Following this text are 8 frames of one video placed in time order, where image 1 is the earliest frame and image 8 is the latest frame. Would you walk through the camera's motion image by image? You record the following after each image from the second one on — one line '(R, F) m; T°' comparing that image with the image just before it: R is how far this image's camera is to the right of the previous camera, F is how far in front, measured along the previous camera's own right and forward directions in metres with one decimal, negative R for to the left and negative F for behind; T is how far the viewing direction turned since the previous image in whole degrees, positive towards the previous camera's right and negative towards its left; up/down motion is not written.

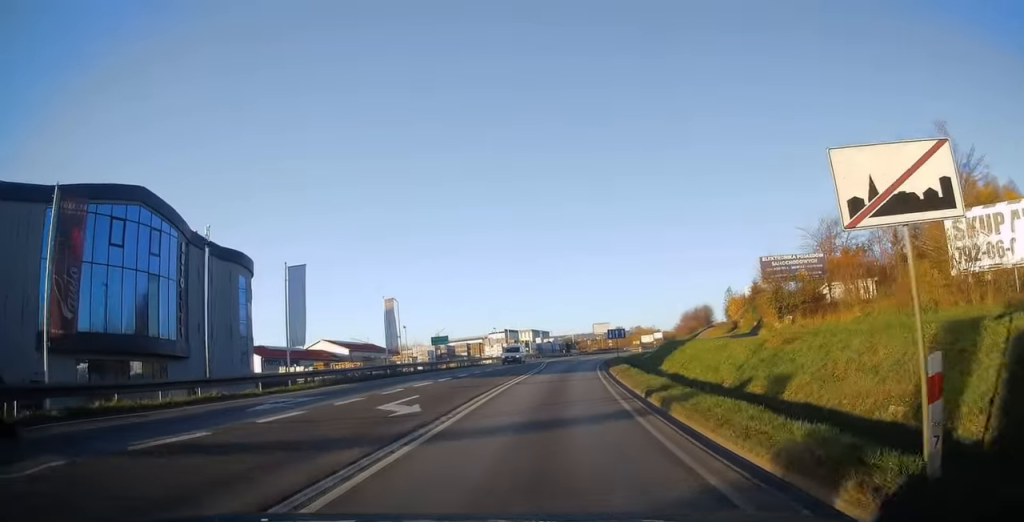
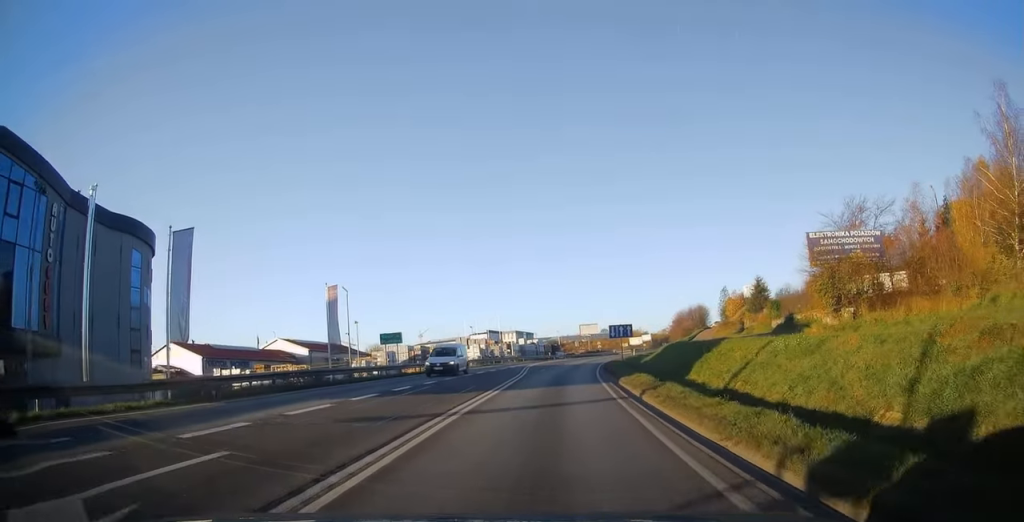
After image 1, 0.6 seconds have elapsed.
(-0.1, +10.8) m; +1°
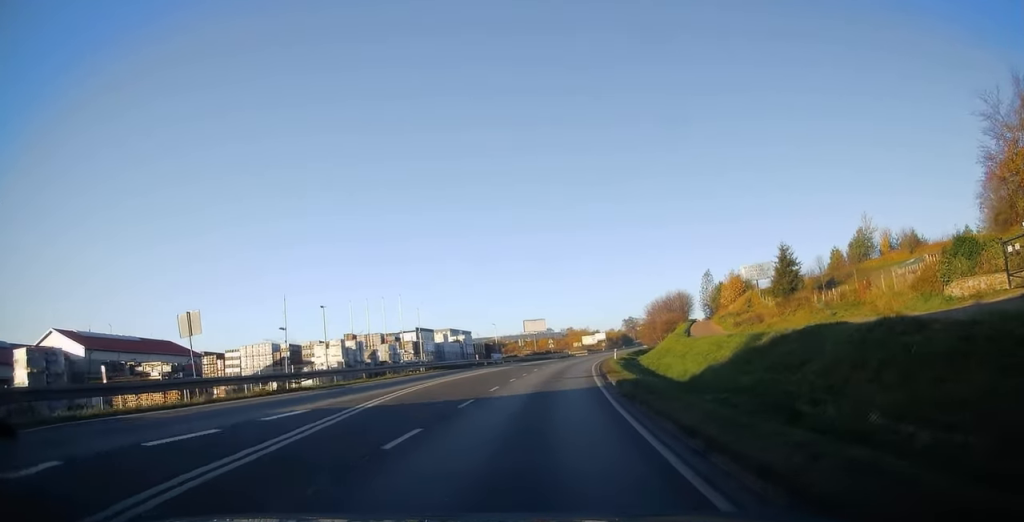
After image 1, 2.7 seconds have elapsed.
(+2.2, +37.5) m; +5°
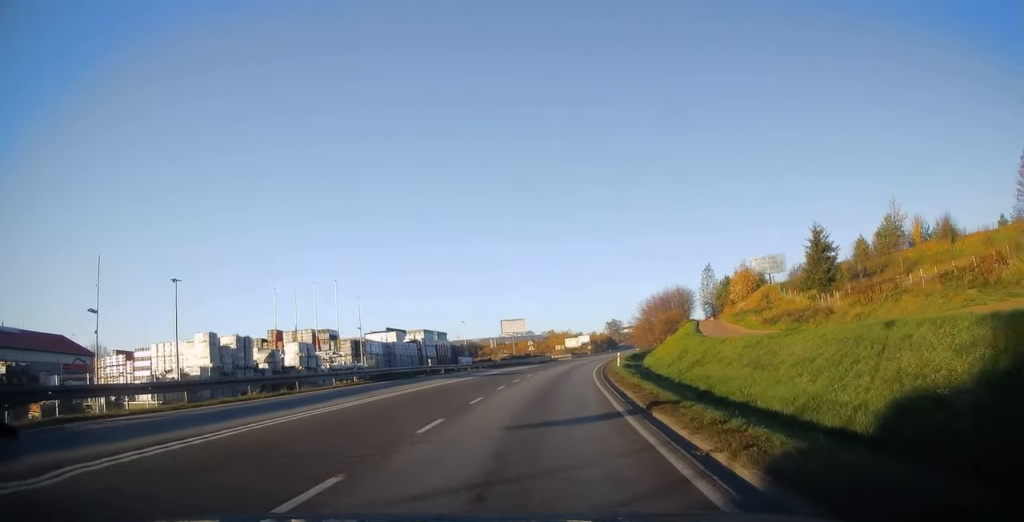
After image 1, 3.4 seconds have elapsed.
(+0.1, +16.1) m; +2°
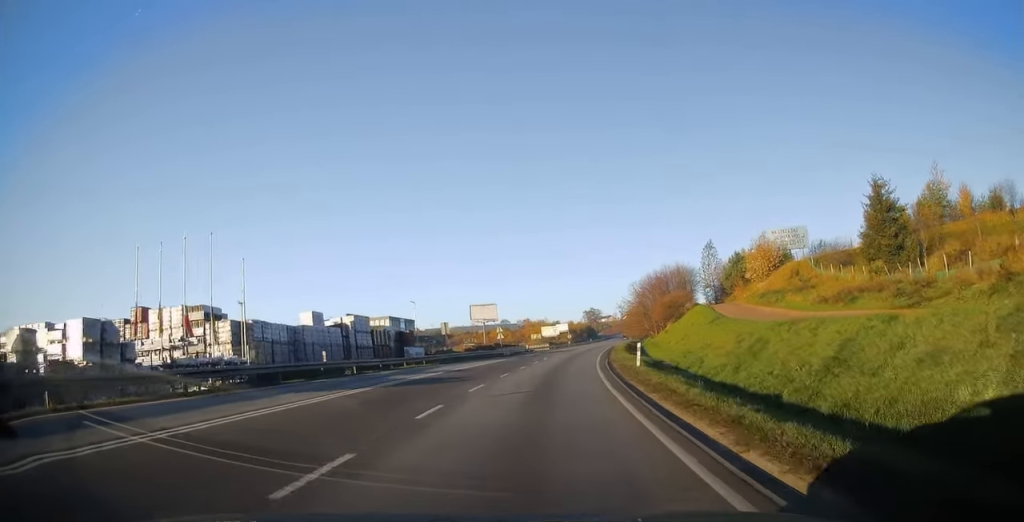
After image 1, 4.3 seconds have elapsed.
(+0.4, +17.6) m; +3°
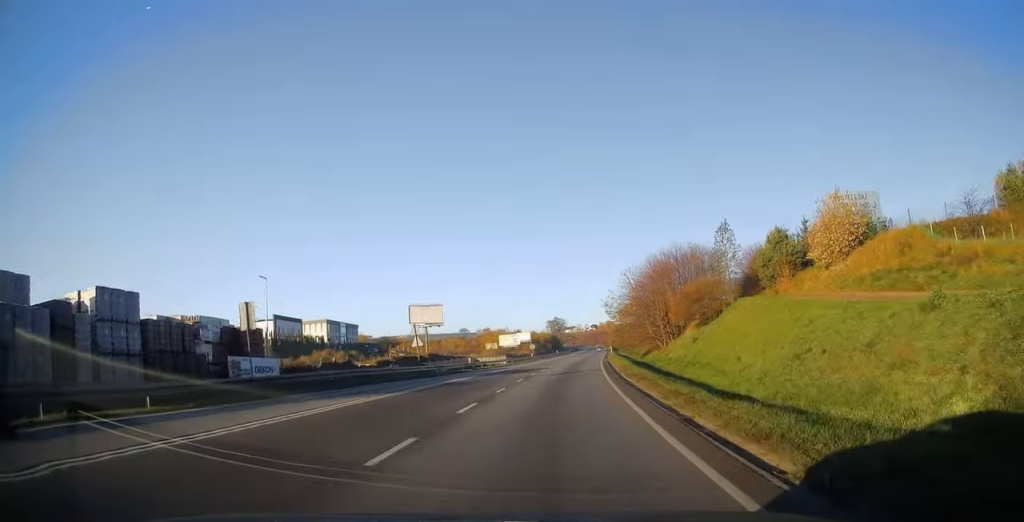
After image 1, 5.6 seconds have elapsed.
(+1.0, +28.4) m; +4°
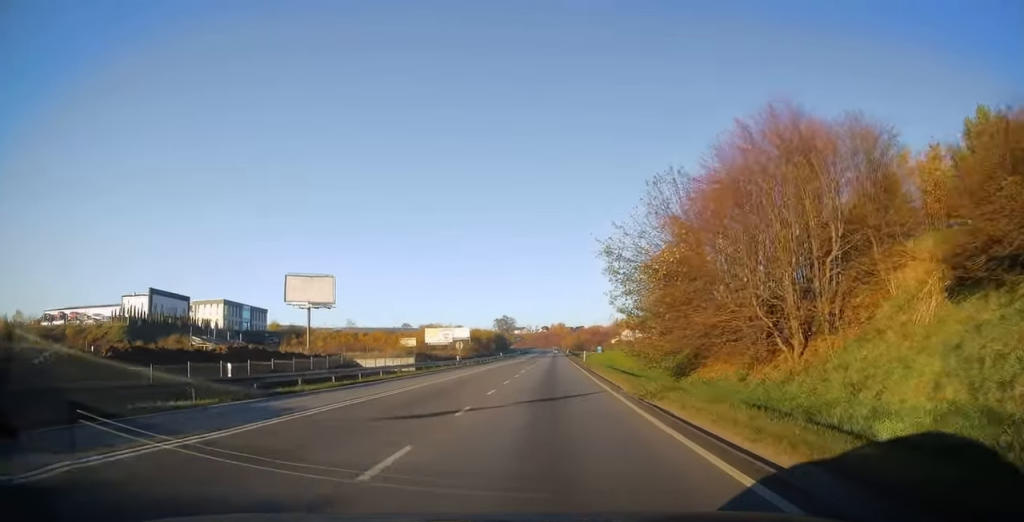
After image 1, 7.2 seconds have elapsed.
(+1.2, +37.5) m; +3°
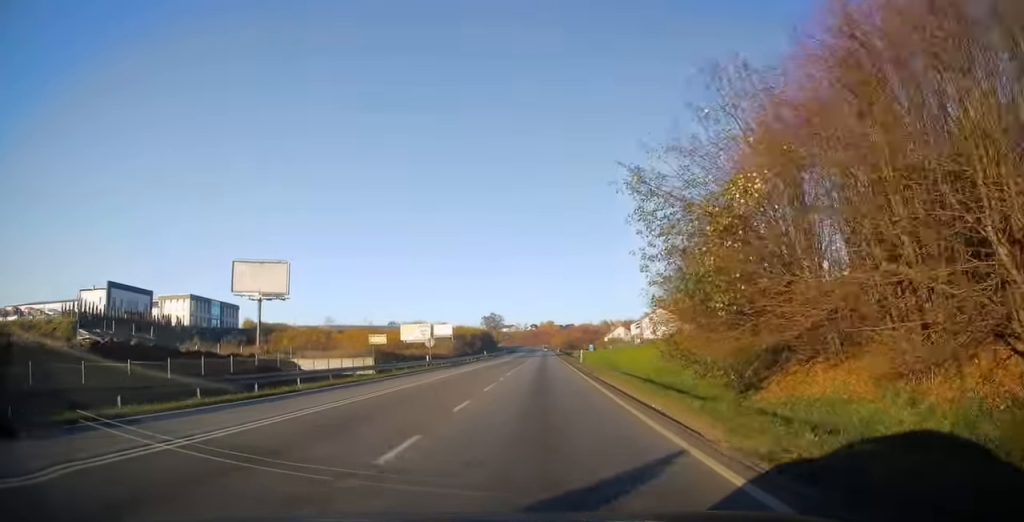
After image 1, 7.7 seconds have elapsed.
(0.0, +11.3) m; +1°
